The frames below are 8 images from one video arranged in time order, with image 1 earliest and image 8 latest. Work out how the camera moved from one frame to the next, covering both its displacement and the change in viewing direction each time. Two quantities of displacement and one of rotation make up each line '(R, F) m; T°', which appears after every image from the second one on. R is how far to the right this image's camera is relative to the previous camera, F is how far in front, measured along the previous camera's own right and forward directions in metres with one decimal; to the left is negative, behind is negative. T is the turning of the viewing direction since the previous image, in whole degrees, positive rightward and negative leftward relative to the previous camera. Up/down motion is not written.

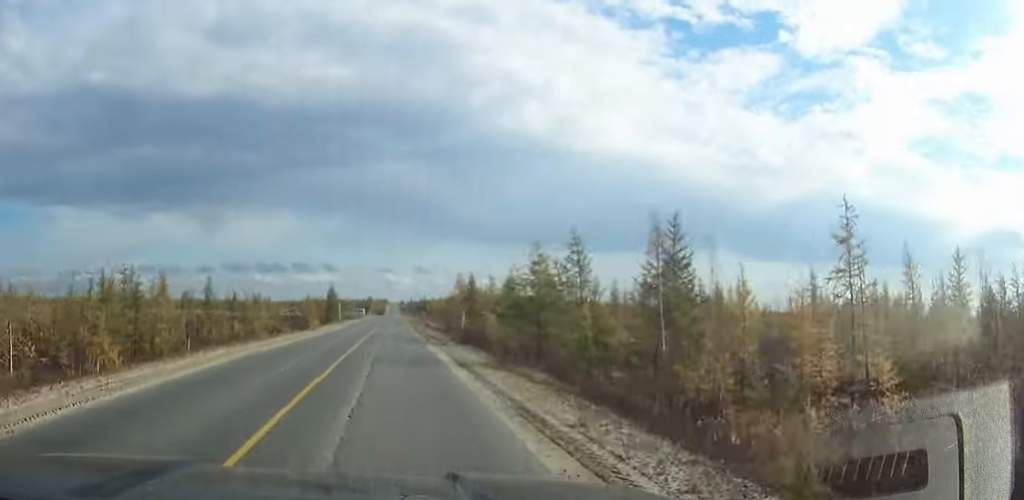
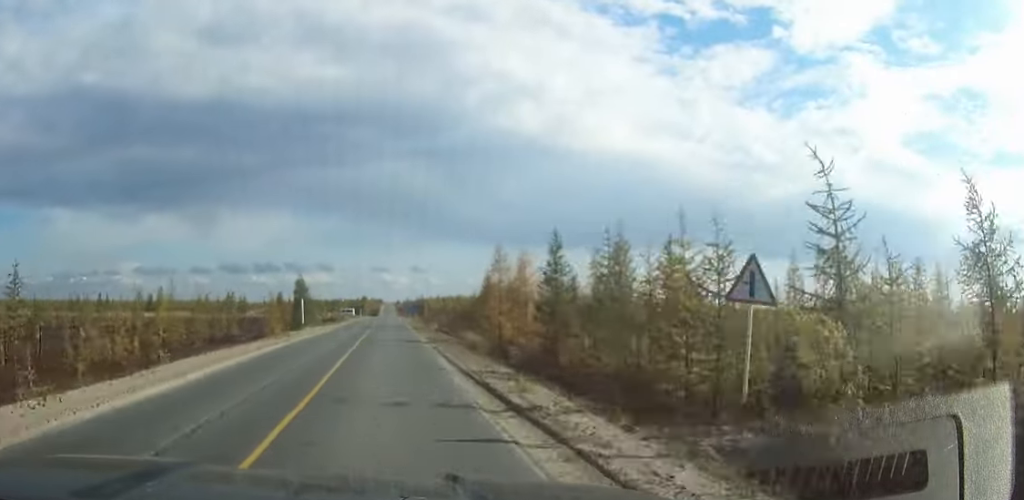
(0.0, +40.2) m; 0°
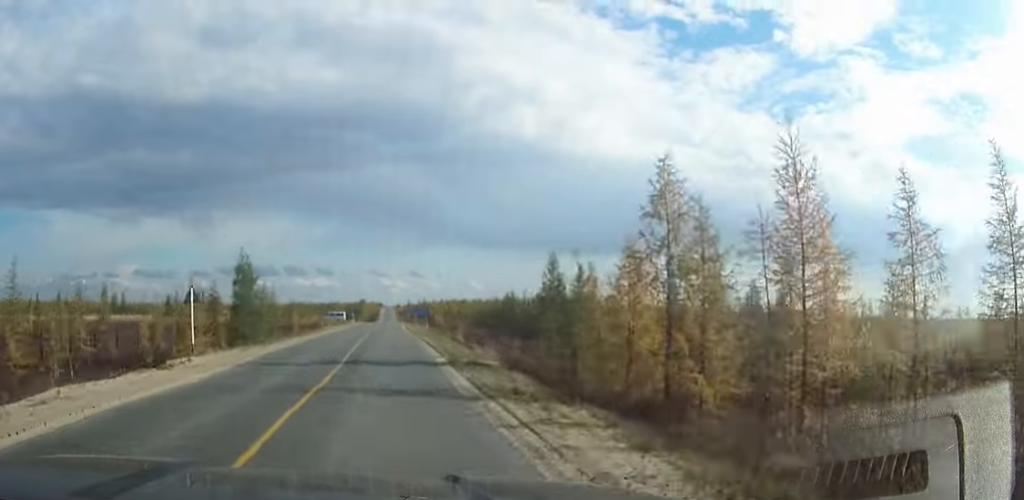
(0.0, +36.3) m; 0°
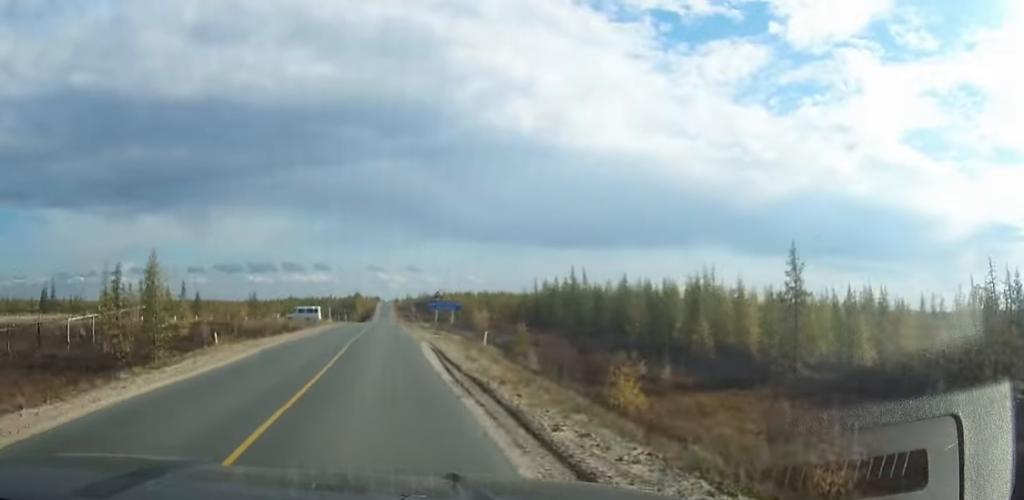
(-0.1, +46.7) m; 0°
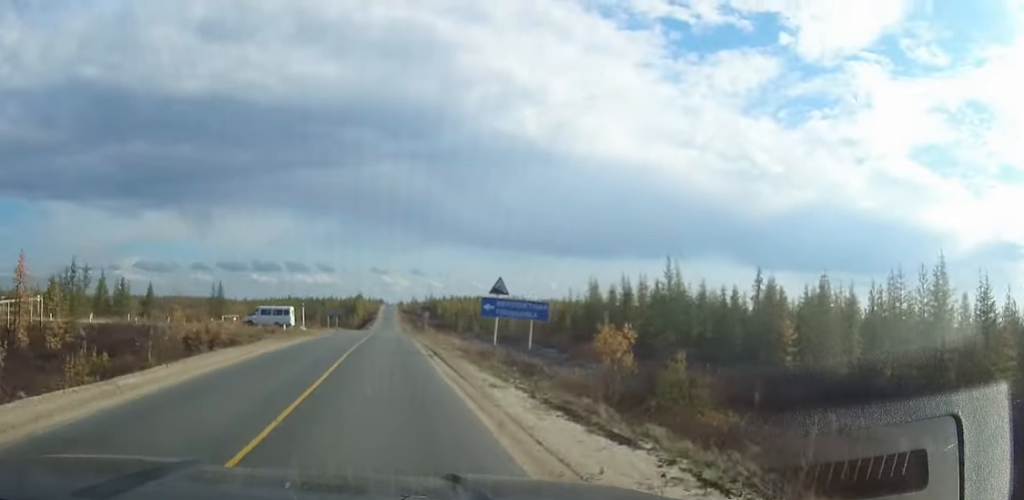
(+0.1, +30.1) m; 0°
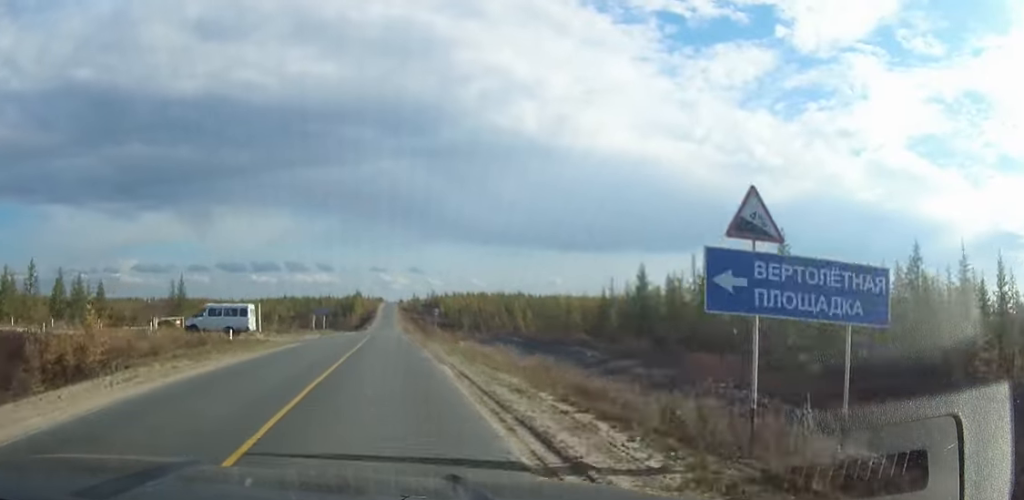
(0.0, +19.5) m; 0°
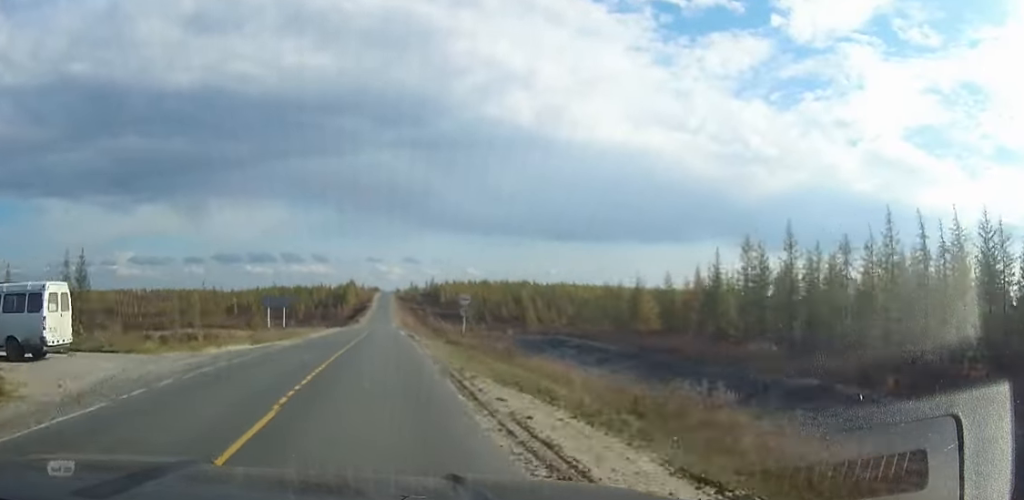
(0.0, +28.1) m; 0°
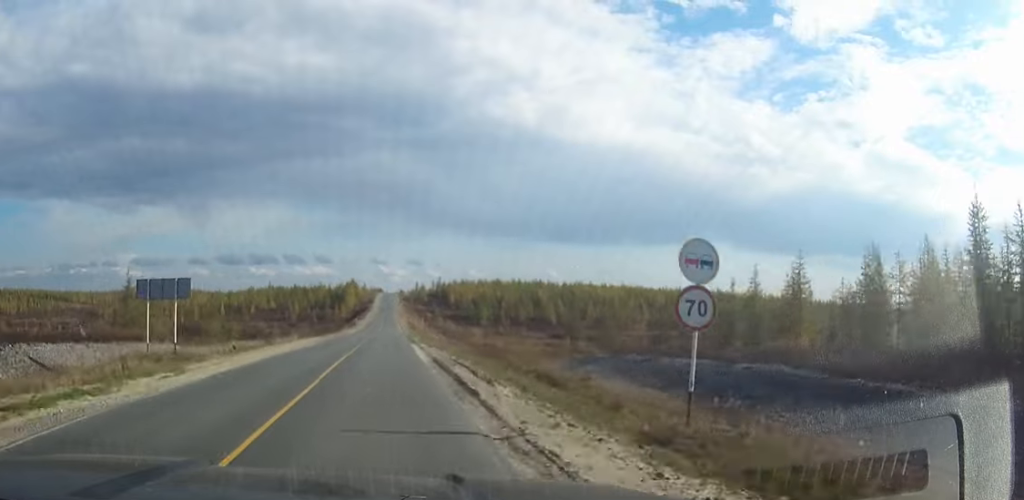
(0.0, +28.0) m; 0°
